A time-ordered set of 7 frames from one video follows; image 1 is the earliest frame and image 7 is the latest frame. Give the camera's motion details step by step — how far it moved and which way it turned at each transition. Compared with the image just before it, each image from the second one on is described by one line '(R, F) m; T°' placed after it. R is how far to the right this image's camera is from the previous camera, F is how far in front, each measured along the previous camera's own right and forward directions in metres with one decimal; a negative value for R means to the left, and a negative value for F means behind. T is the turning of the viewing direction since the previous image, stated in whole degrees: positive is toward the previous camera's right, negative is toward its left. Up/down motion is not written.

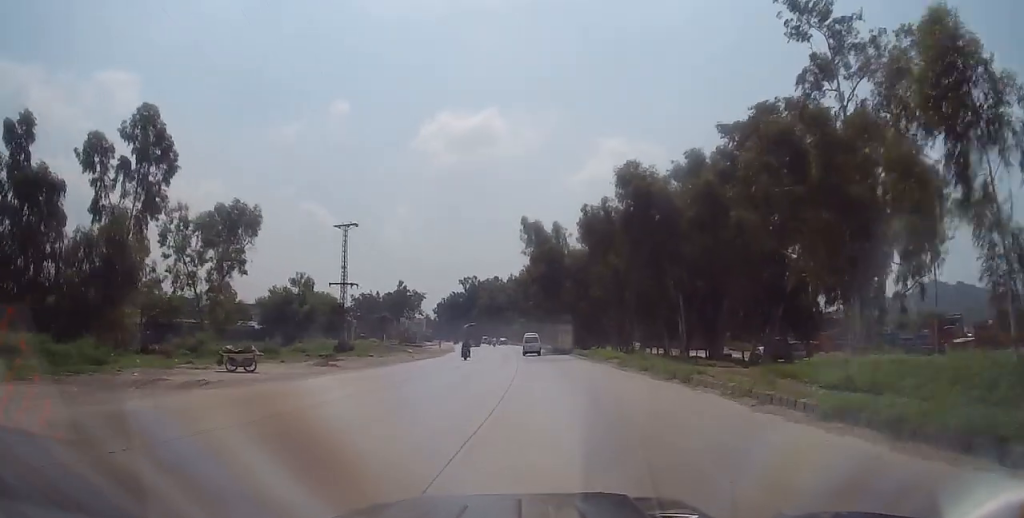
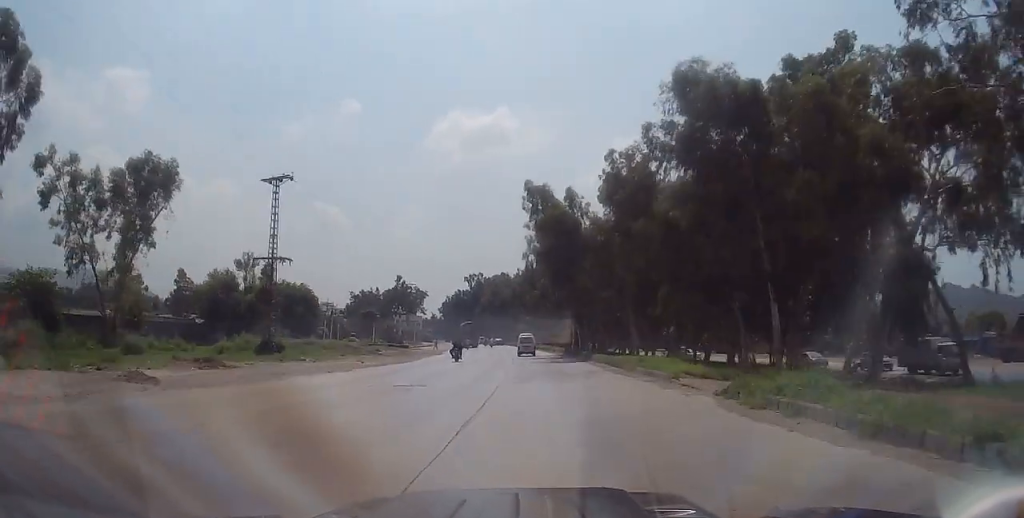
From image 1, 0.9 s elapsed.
(-0.2, +16.1) m; -2°
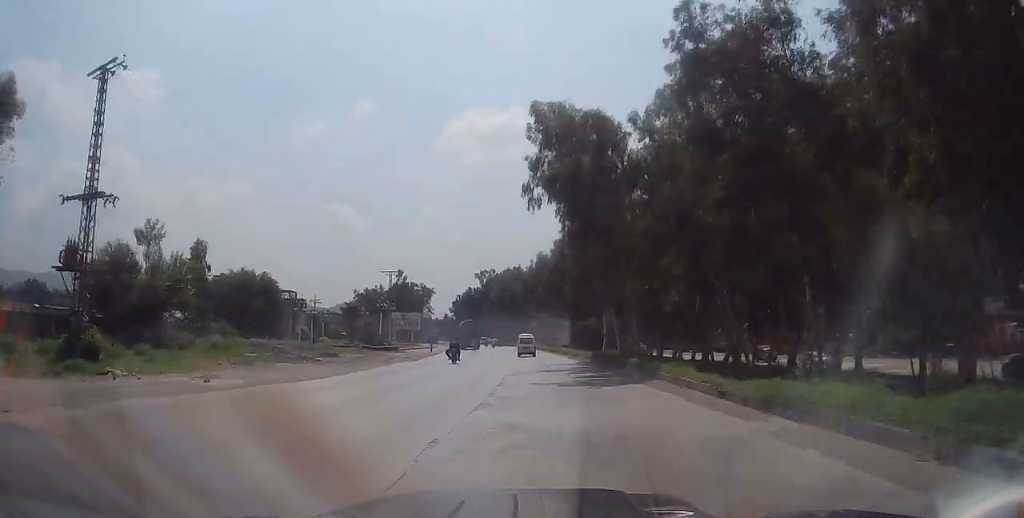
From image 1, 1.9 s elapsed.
(-0.3, +17.9) m; 0°
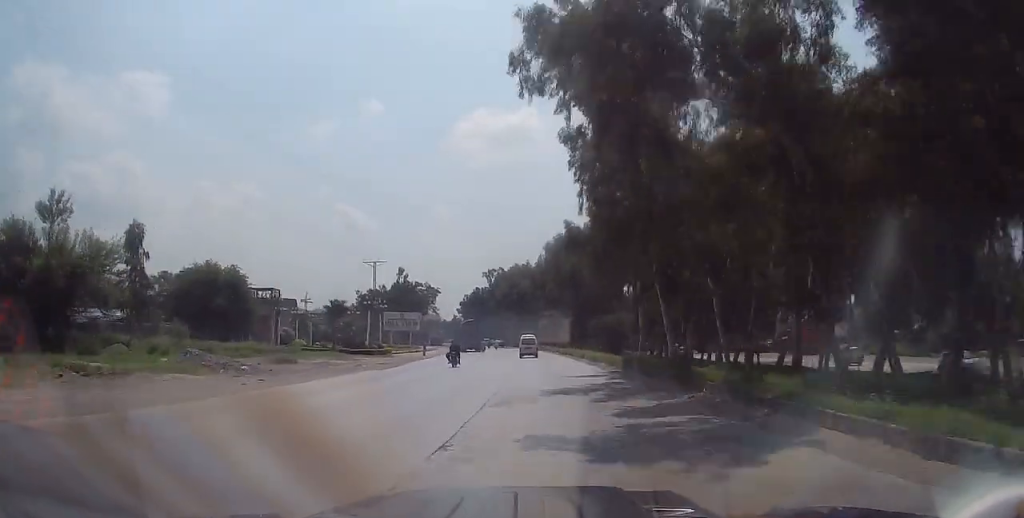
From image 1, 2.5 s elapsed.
(+0.2, +10.7) m; +1°
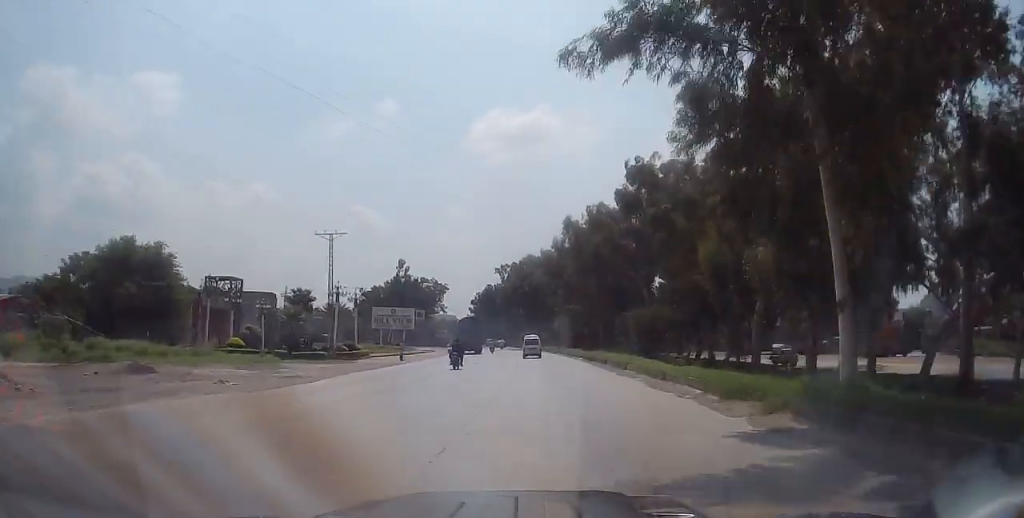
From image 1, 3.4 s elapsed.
(0.0, +16.6) m; -3°
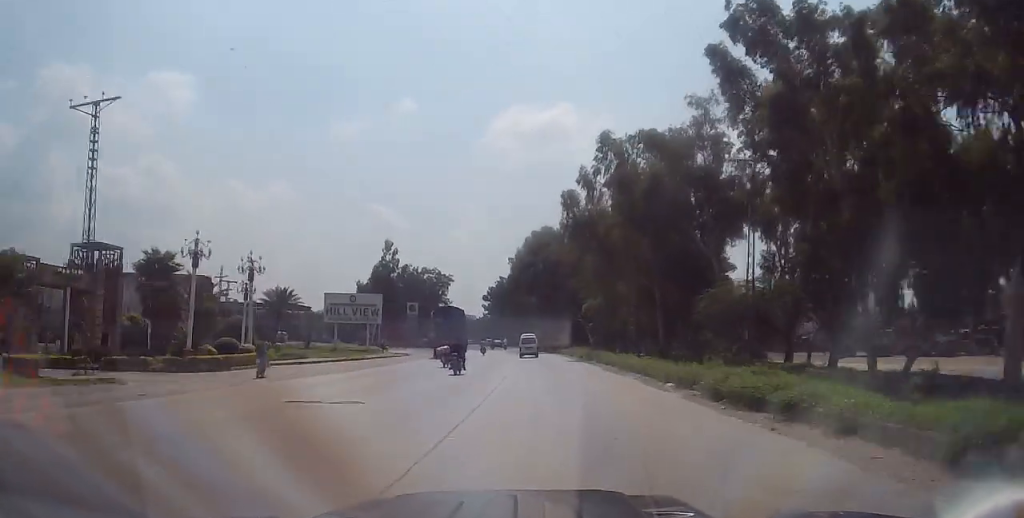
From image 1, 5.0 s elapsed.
(-0.9, +27.2) m; -1°
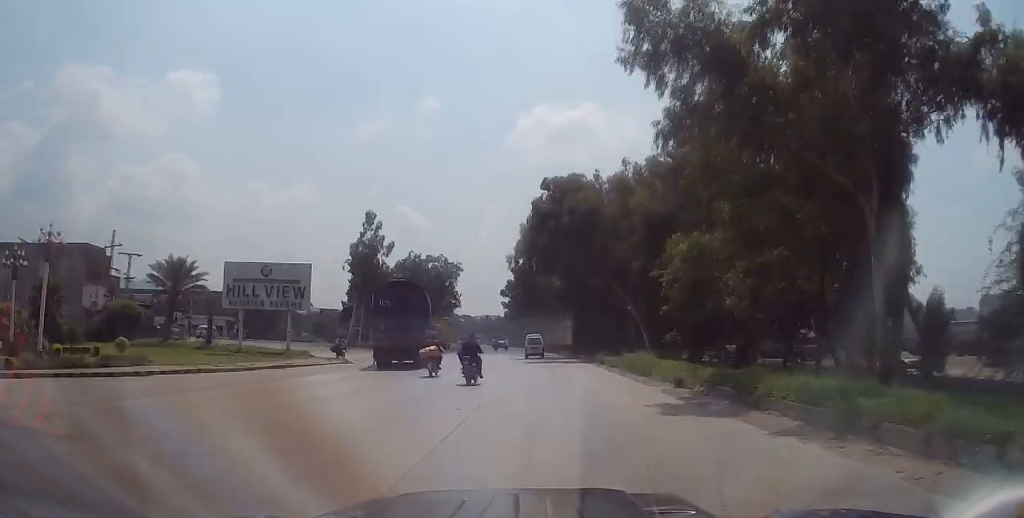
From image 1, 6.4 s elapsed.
(-0.2, +26.0) m; -2°
